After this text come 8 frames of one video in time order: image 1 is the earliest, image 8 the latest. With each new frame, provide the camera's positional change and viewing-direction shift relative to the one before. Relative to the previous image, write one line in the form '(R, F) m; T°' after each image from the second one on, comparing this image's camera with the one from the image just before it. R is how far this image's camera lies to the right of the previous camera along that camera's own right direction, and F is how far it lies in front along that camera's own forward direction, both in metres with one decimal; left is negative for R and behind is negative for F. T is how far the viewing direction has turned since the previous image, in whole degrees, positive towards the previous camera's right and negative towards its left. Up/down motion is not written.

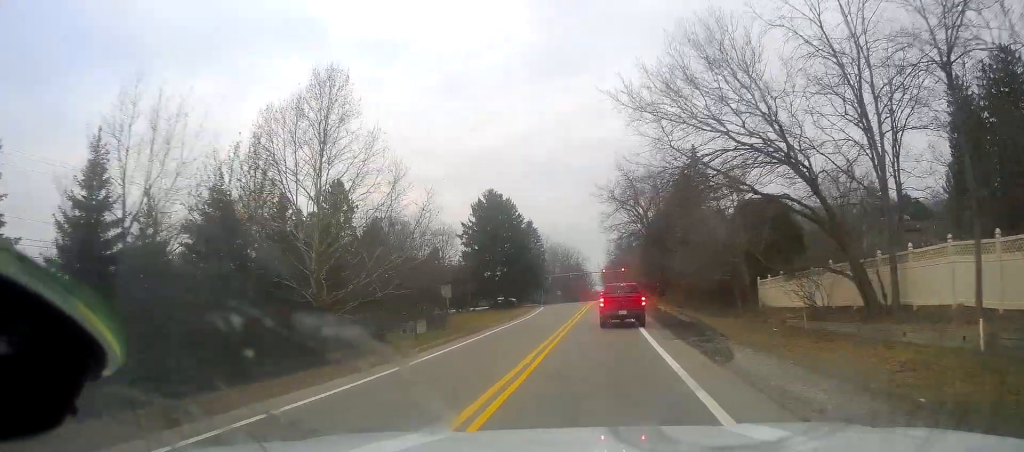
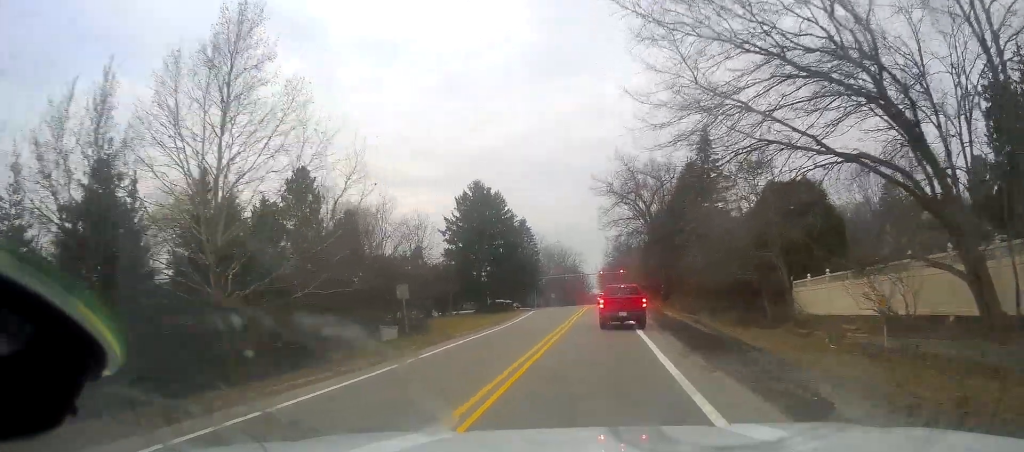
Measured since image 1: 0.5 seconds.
(-0.3, +7.7) m; 0°
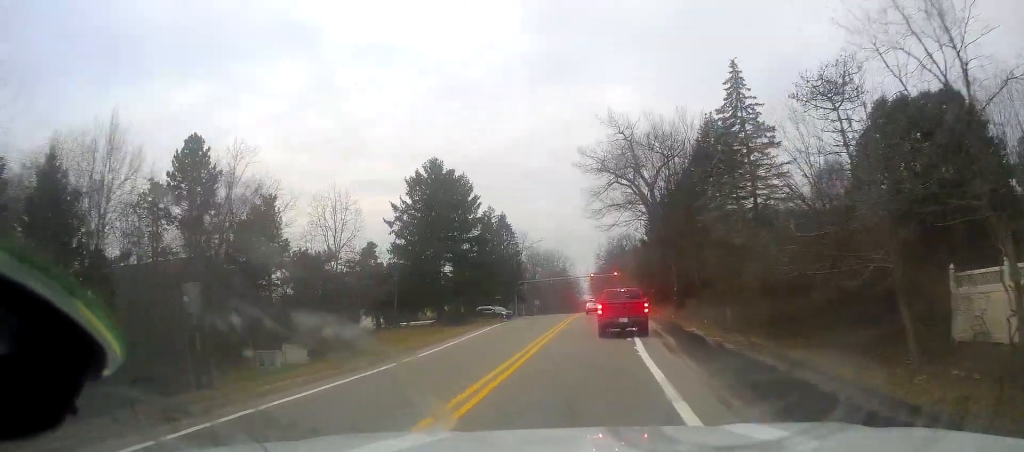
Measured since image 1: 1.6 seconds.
(+0.5, +15.9) m; +2°
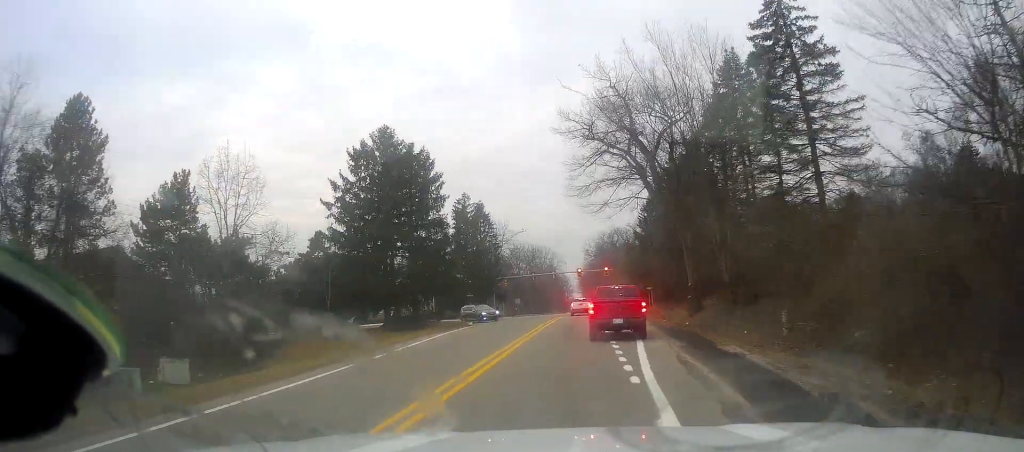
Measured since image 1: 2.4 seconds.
(+0.1, +11.1) m; 0°
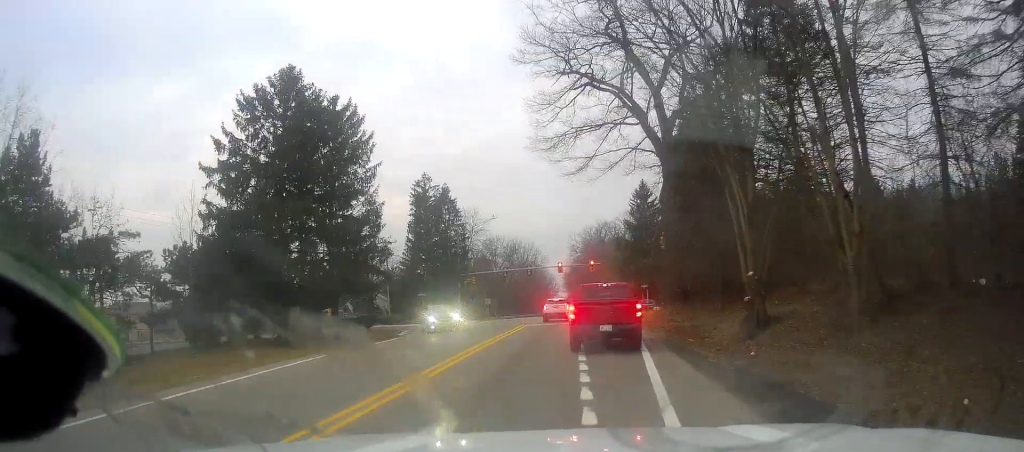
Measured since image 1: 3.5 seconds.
(-0.3, +14.5) m; -3°
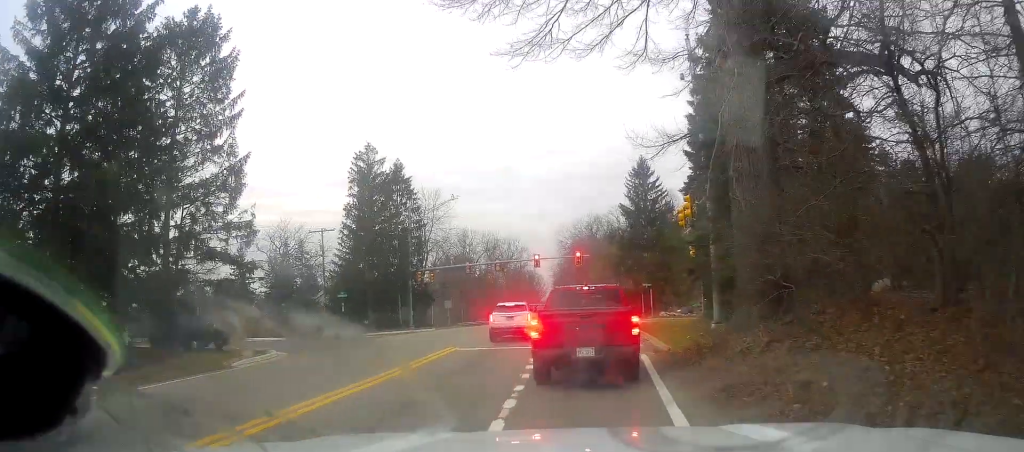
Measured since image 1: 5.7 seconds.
(+1.4, +18.0) m; +5°
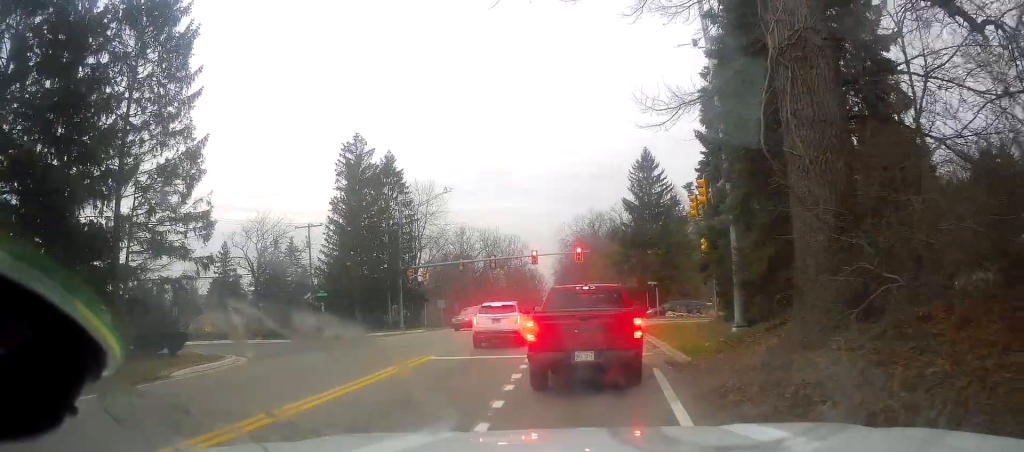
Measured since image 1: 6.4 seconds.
(-0.6, +3.4) m; -2°
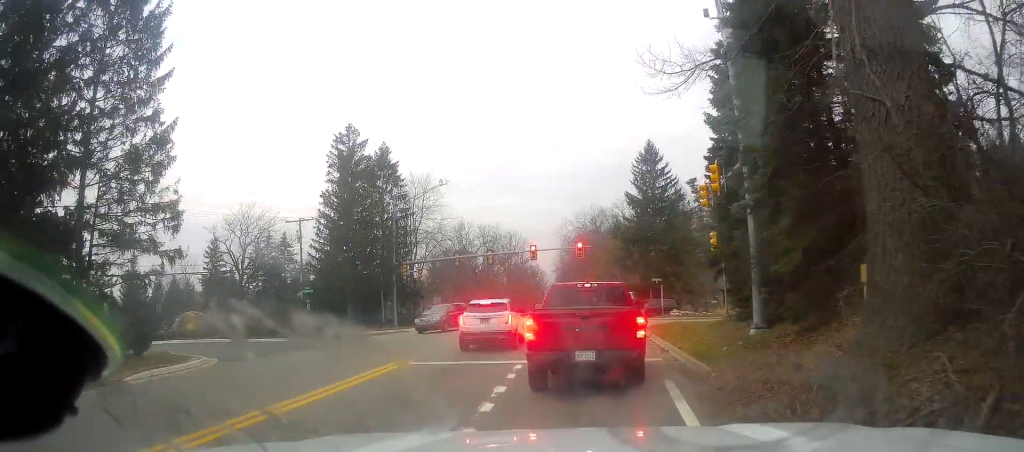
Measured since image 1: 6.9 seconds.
(-0.5, +2.3) m; -1°
